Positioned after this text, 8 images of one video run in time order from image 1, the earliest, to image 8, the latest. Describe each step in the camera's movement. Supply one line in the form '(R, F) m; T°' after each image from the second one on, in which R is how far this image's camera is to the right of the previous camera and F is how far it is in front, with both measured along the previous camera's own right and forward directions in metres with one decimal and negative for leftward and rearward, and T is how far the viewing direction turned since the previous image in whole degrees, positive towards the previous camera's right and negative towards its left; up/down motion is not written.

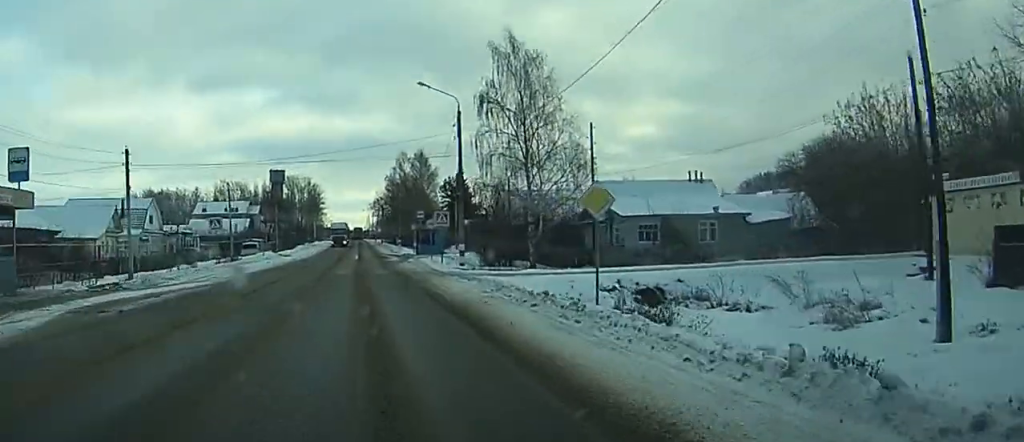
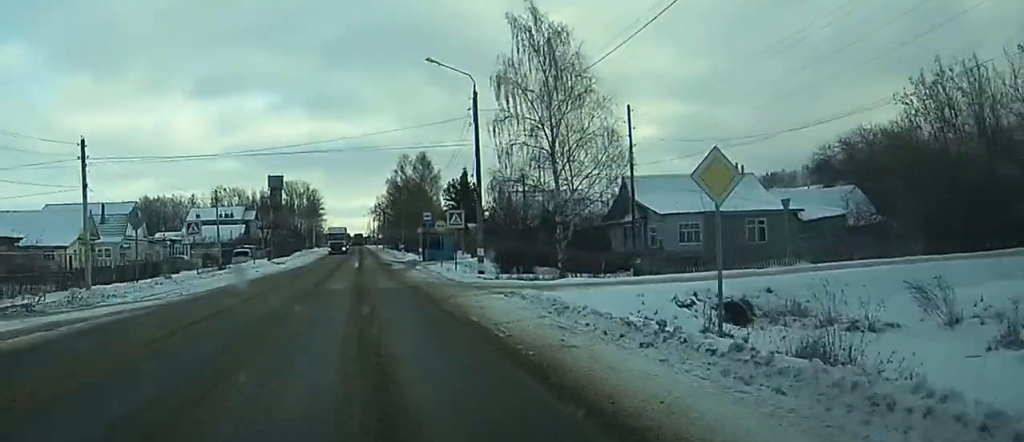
(0.0, +6.8) m; 0°
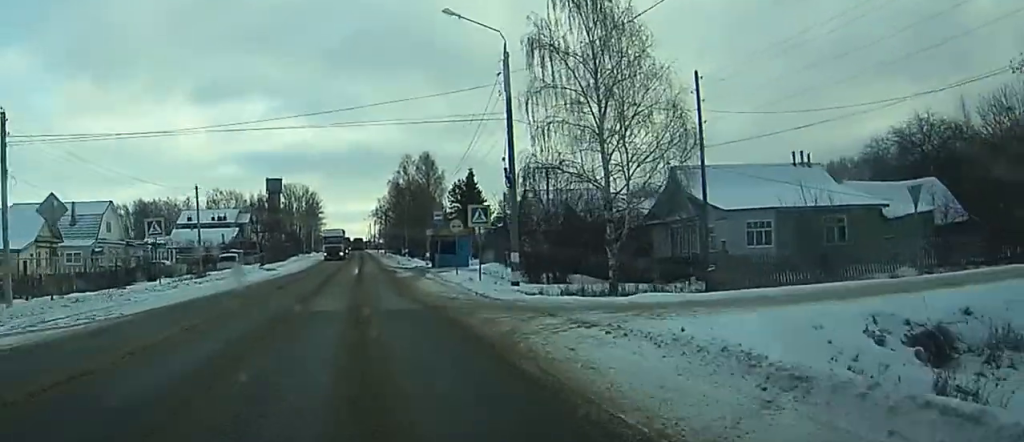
(0.0, +8.2) m; 0°
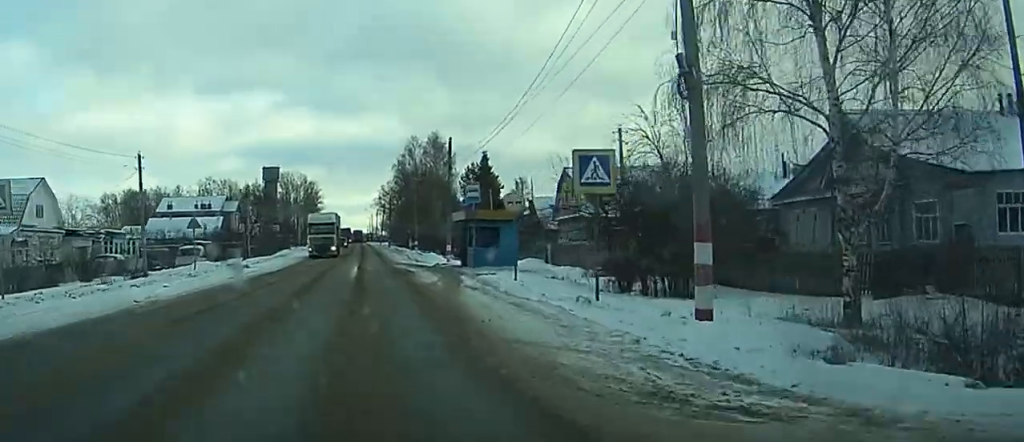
(0.0, +18.2) m; 0°
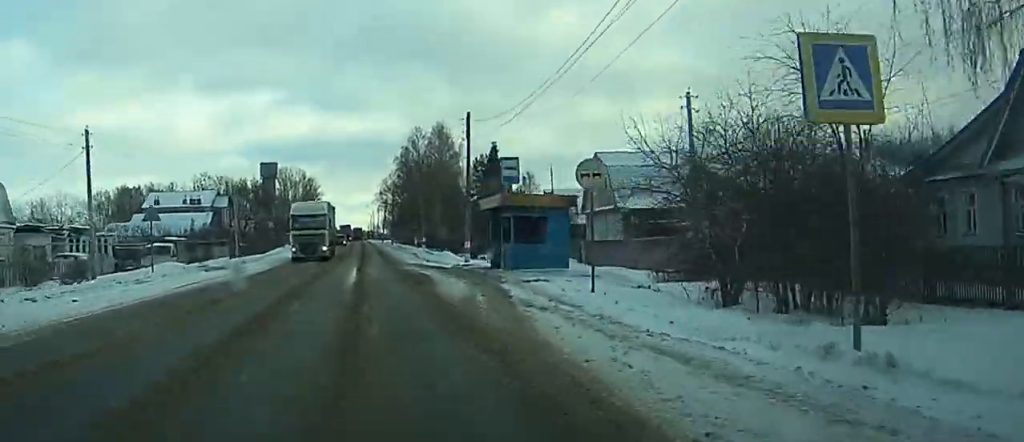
(0.0, +10.6) m; 0°
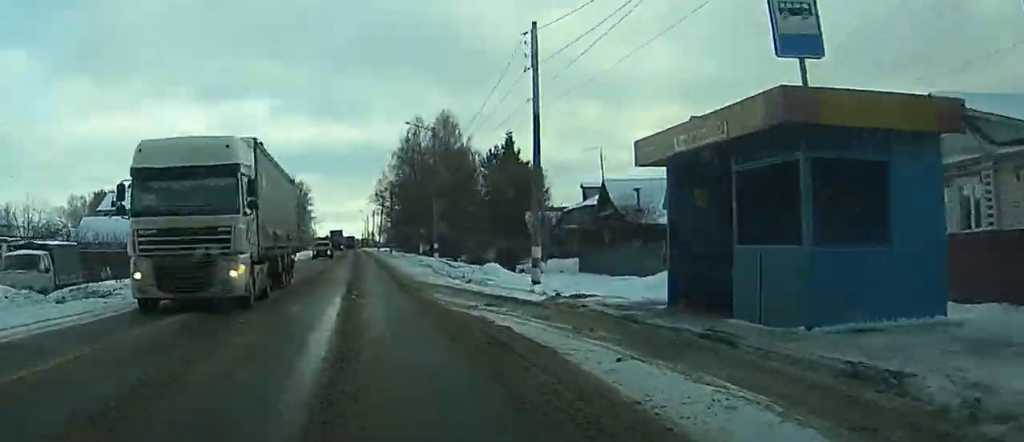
(0.0, +21.2) m; +8°
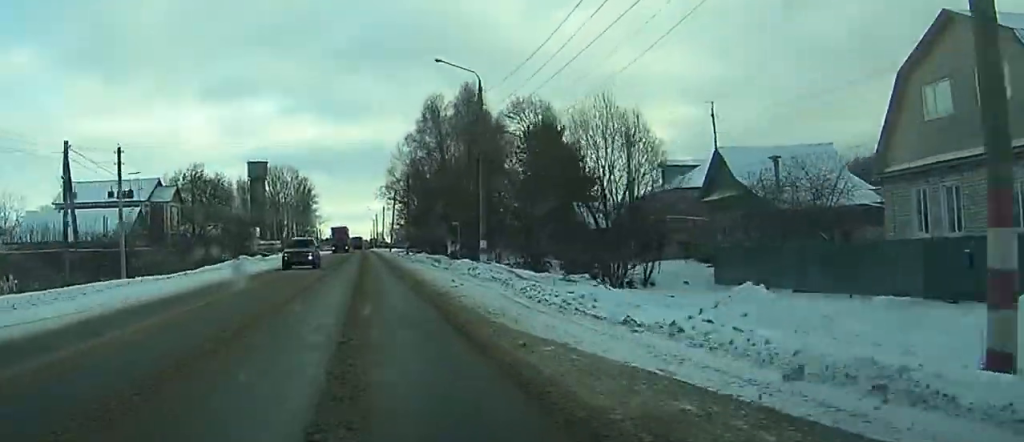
(+2.9, +16.0) m; +18°
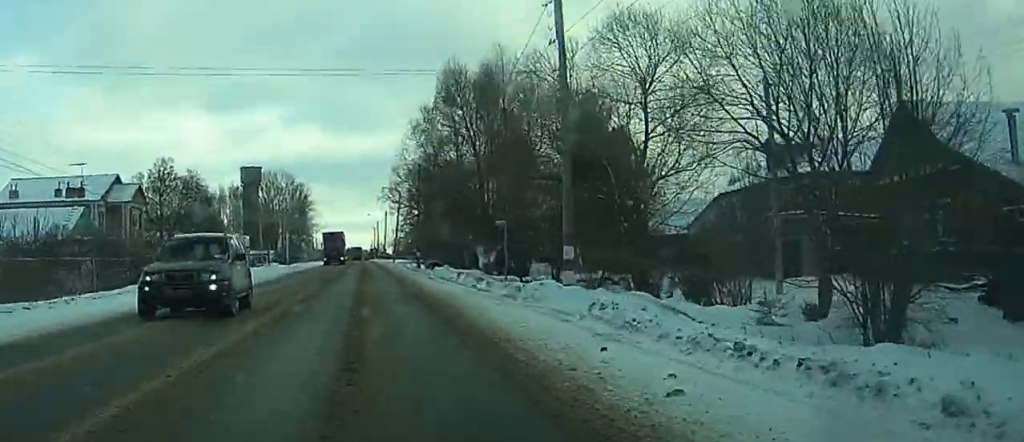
(+0.7, +12.1) m; 0°
